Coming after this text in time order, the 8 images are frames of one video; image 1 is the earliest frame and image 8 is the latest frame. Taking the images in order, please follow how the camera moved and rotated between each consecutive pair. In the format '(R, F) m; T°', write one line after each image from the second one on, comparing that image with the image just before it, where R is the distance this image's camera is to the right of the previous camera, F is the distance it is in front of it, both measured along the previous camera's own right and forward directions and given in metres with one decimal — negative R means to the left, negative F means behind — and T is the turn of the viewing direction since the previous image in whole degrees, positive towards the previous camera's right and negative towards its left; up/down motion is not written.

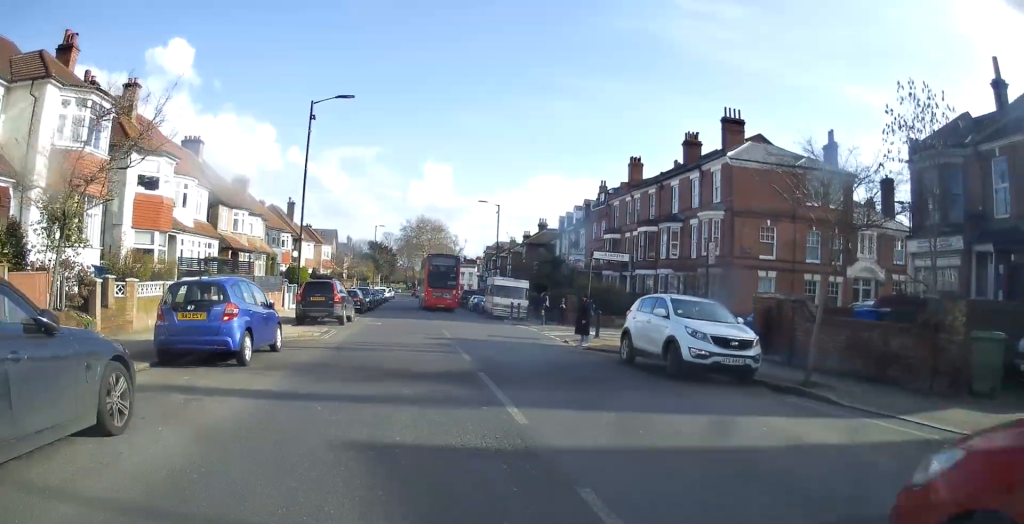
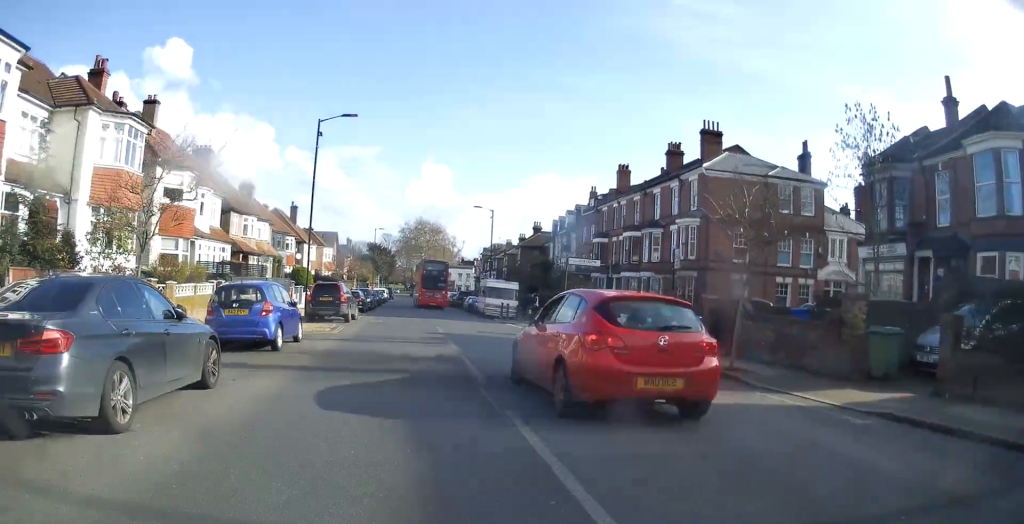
(+0.2, +3.0) m; +3°
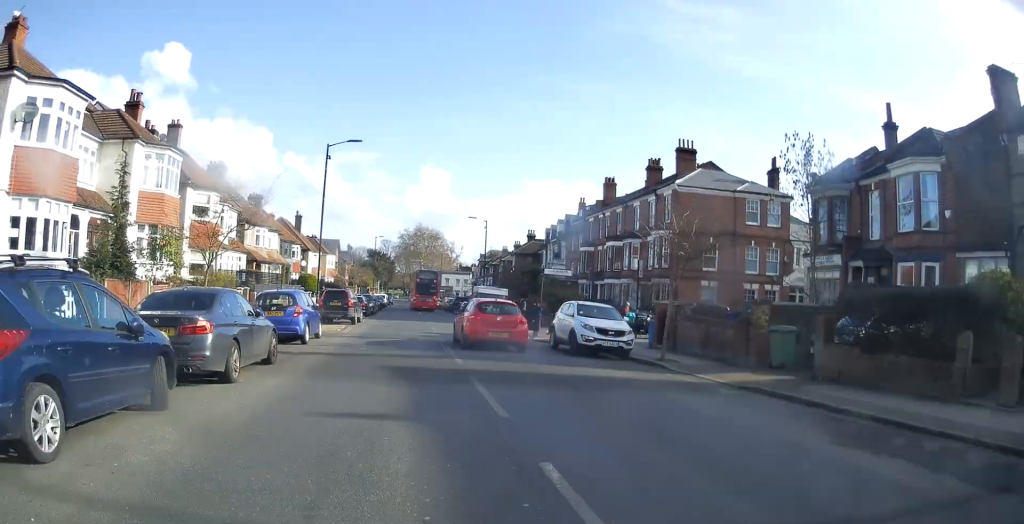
(-0.1, +4.0) m; -1°
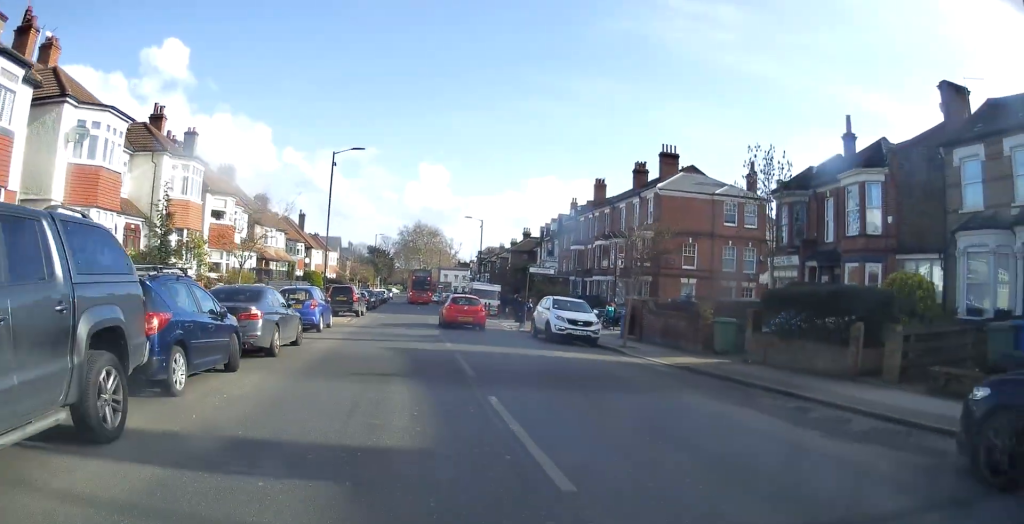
(0.0, +3.6) m; 0°
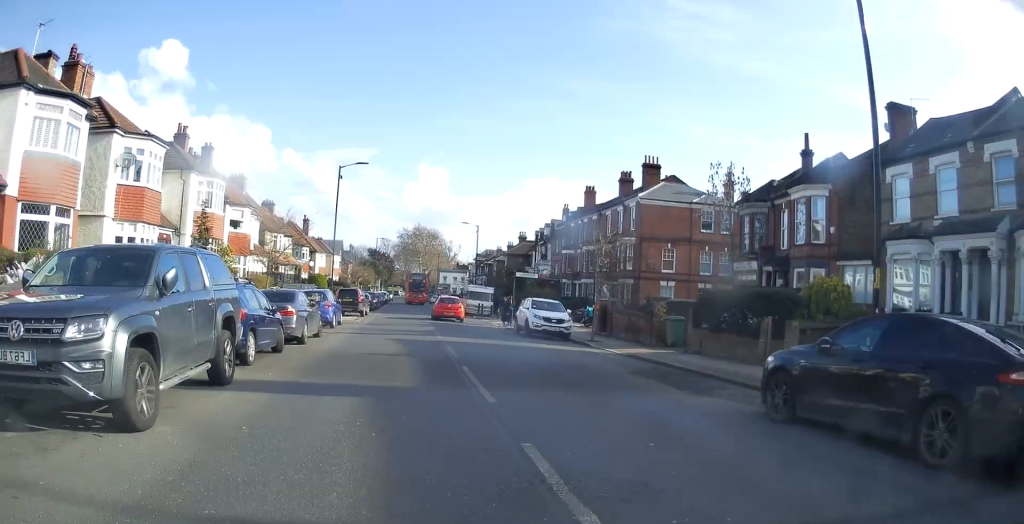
(0.0, +4.0) m; +1°
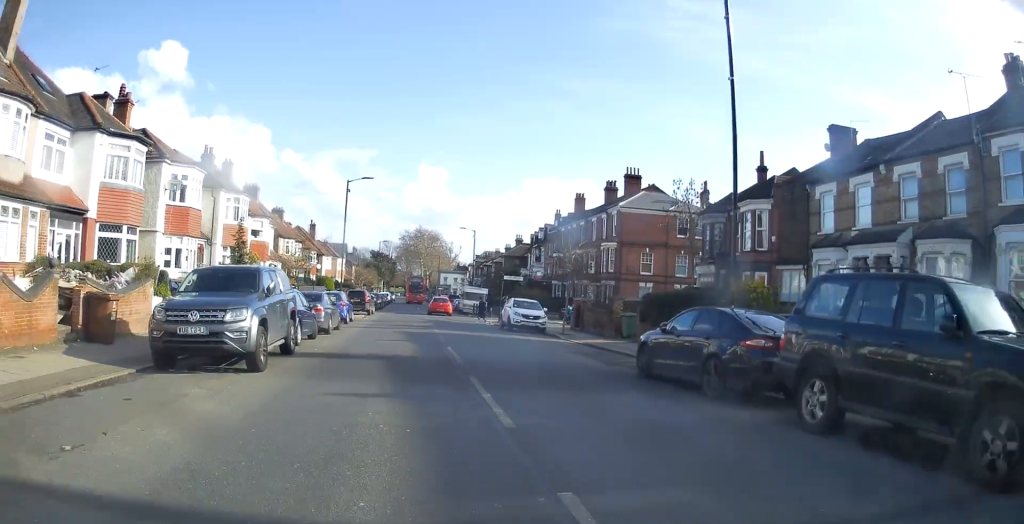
(+0.1, +5.2) m; +1°
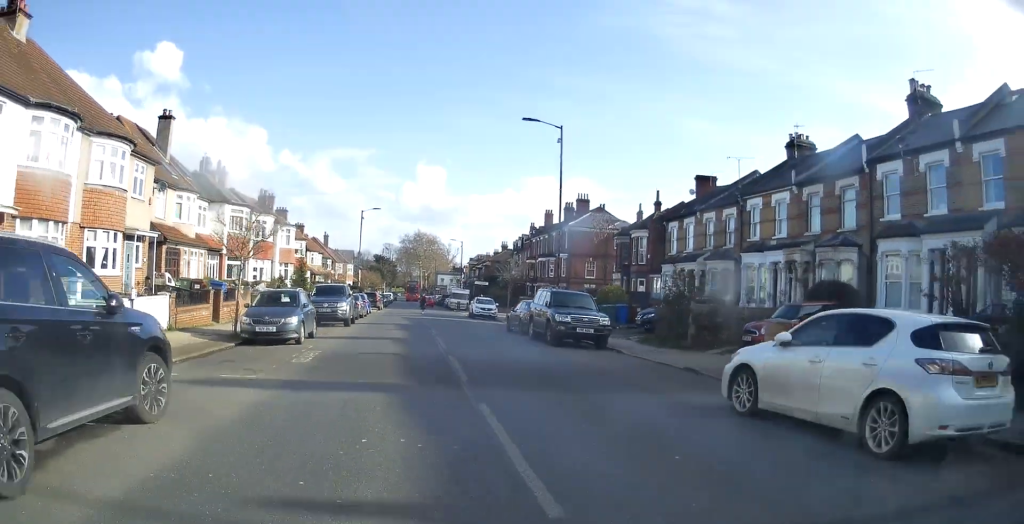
(-0.4, +16.5) m; -1°
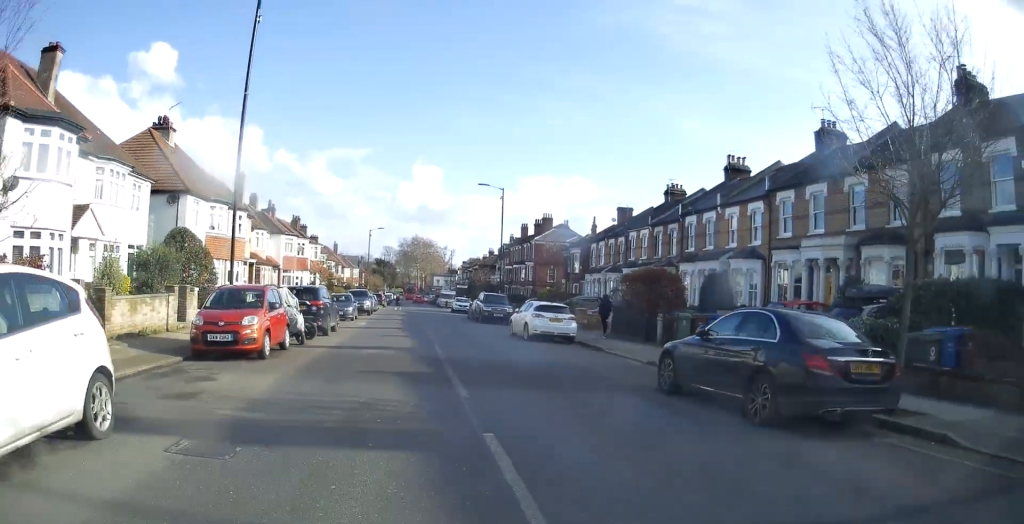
(+0.5, +17.4) m; +2°
